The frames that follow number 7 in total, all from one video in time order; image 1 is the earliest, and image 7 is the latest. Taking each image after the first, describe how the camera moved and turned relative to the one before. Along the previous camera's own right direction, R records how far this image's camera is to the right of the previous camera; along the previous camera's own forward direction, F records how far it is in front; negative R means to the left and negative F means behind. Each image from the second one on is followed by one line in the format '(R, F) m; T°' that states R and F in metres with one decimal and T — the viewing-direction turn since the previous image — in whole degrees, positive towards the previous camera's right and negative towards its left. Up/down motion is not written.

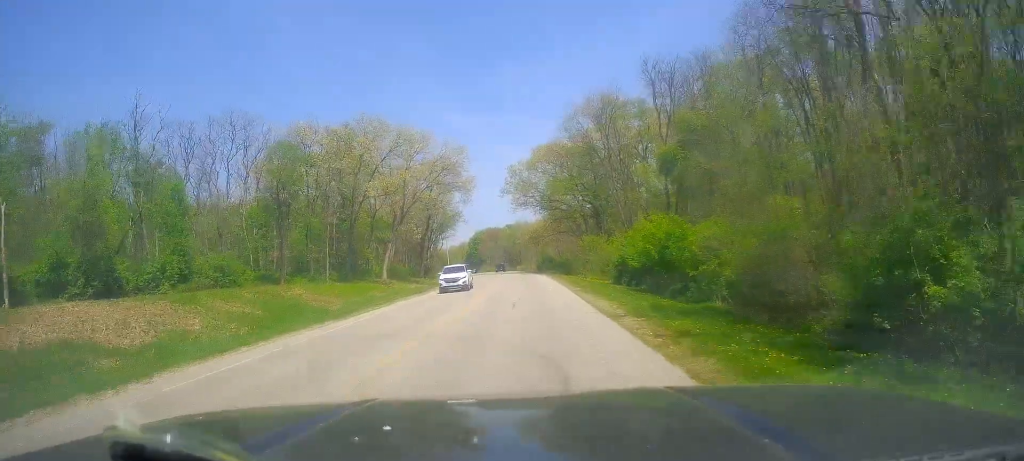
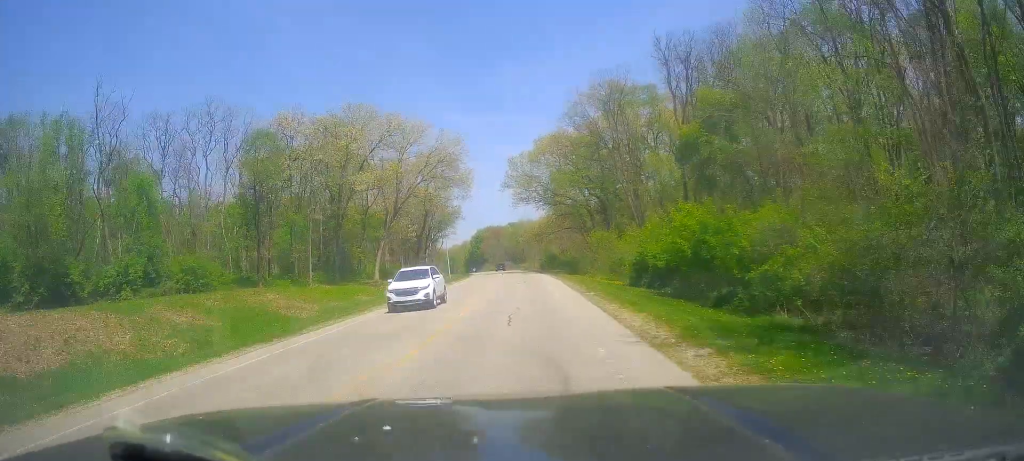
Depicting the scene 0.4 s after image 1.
(+0.2, +5.6) m; +1°
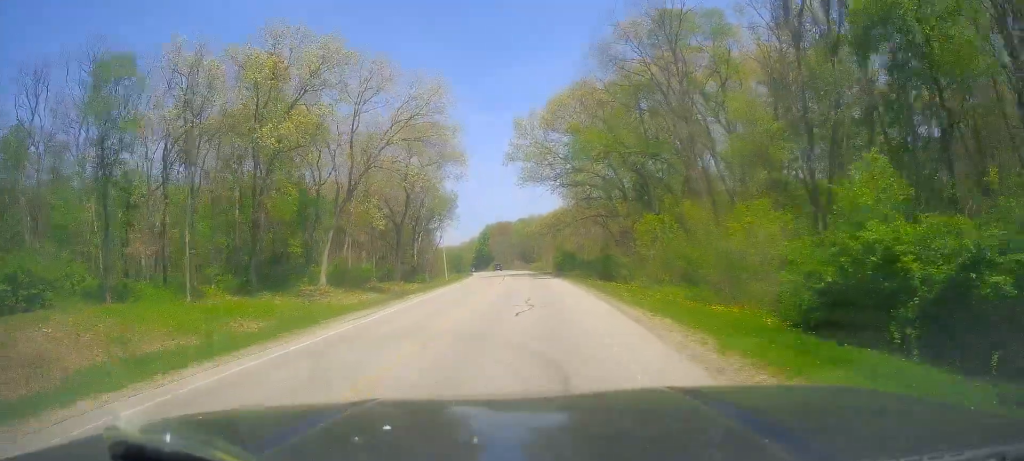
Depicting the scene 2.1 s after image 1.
(-0.7, +22.1) m; -4°
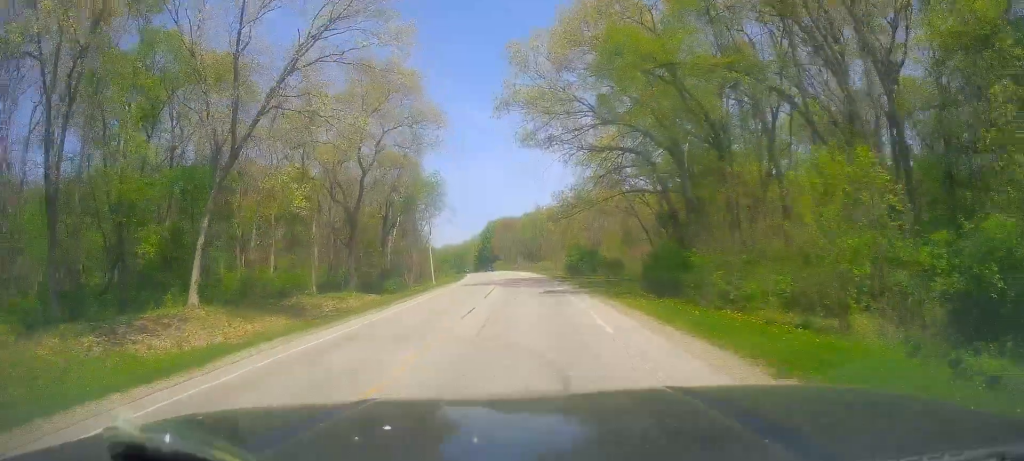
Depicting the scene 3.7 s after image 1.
(-0.9, +21.4) m; -3°
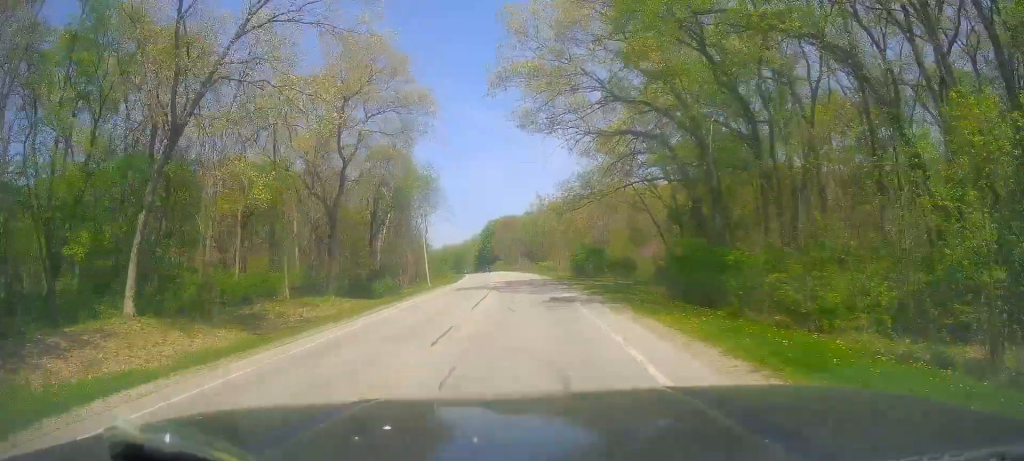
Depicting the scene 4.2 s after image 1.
(-0.2, +5.9) m; +1°
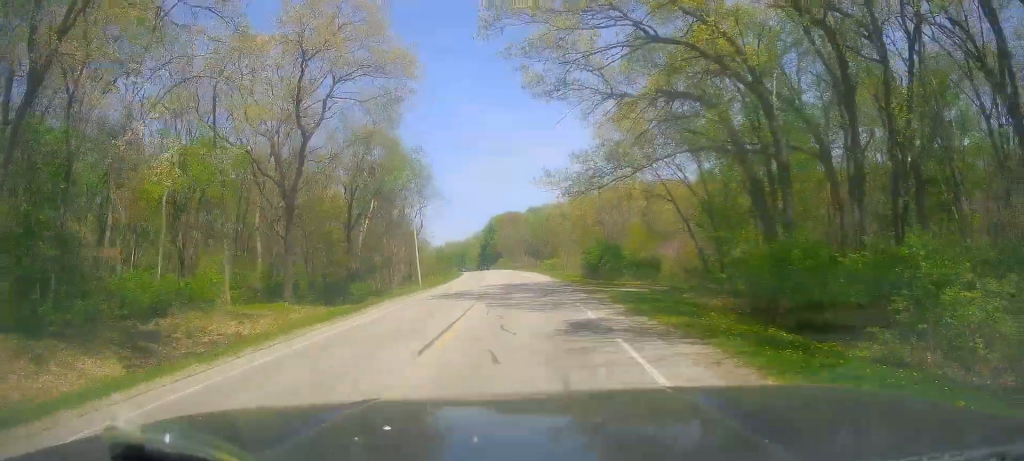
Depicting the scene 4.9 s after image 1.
(+0.3, +9.6) m; +1°
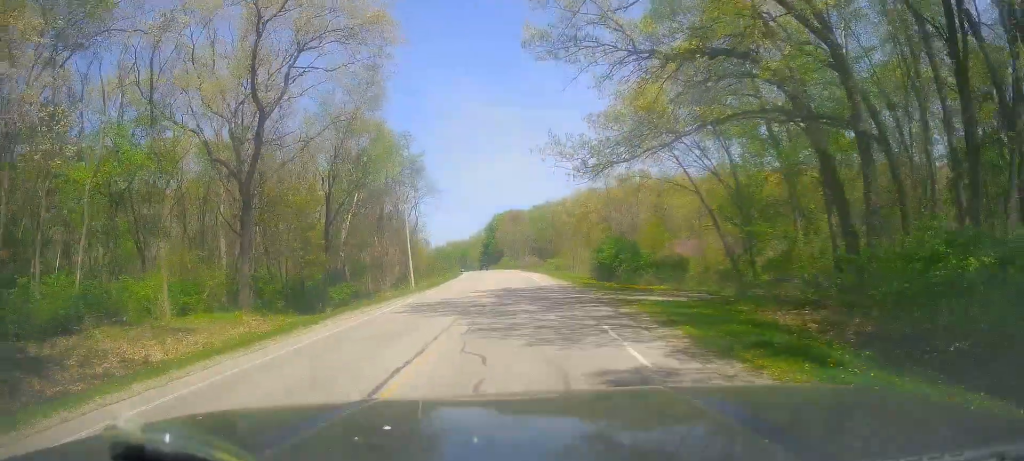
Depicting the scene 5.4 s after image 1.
(+0.2, +6.9) m; 0°
